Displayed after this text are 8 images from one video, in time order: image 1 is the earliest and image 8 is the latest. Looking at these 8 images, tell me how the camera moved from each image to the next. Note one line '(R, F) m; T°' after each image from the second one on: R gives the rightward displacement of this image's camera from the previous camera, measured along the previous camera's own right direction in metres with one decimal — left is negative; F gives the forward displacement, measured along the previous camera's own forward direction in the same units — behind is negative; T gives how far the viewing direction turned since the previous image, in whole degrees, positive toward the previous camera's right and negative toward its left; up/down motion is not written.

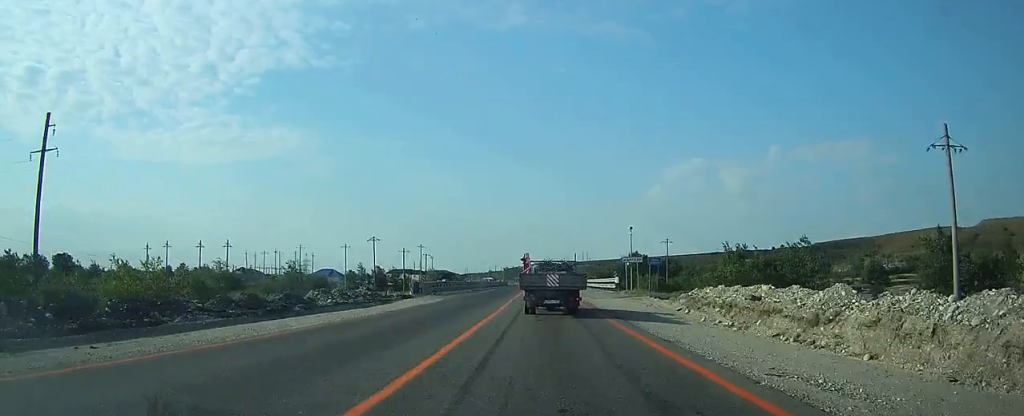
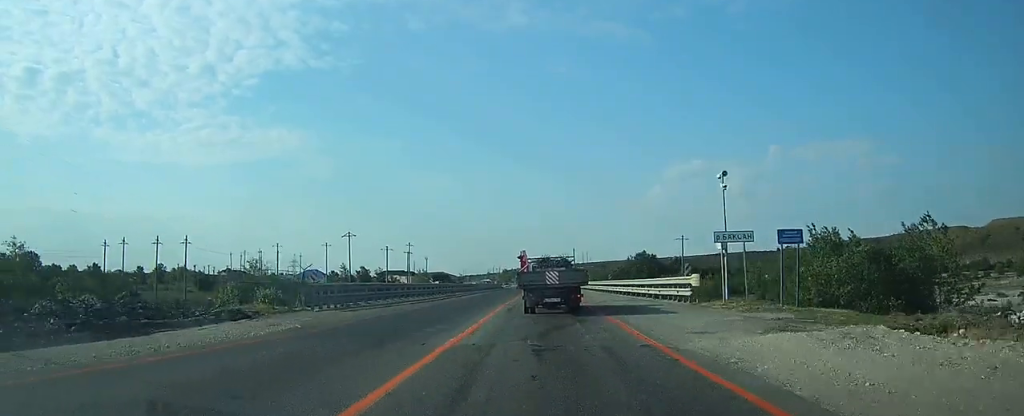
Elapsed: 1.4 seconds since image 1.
(+0.1, +25.9) m; +1°
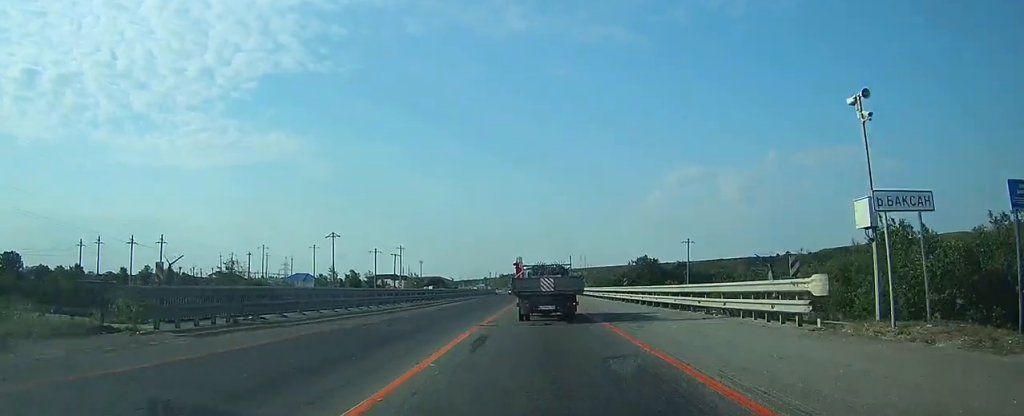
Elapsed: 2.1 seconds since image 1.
(0.0, +11.3) m; 0°
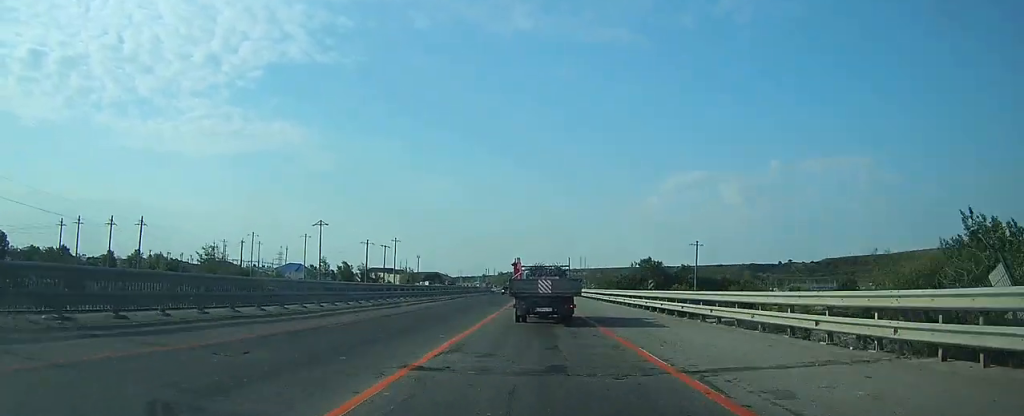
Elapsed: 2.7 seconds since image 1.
(0.0, +10.0) m; 0°
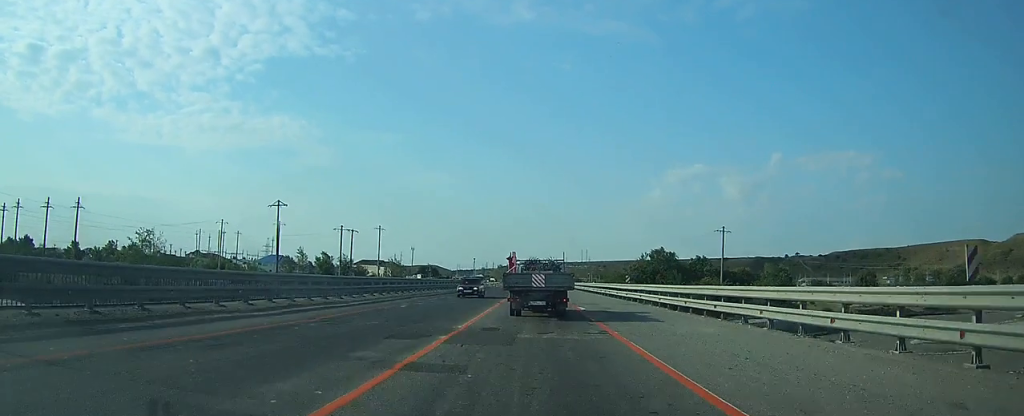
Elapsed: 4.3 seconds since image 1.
(+0.1, +25.4) m; +1°
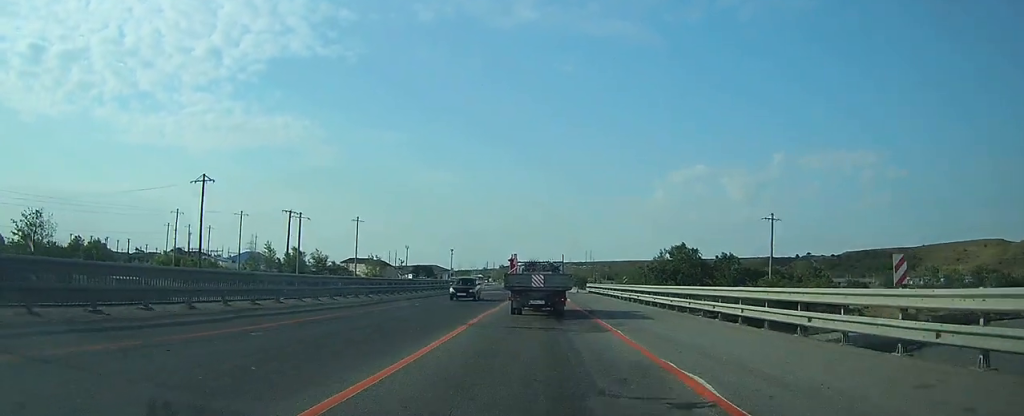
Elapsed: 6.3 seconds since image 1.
(+0.1, +30.5) m; -1°
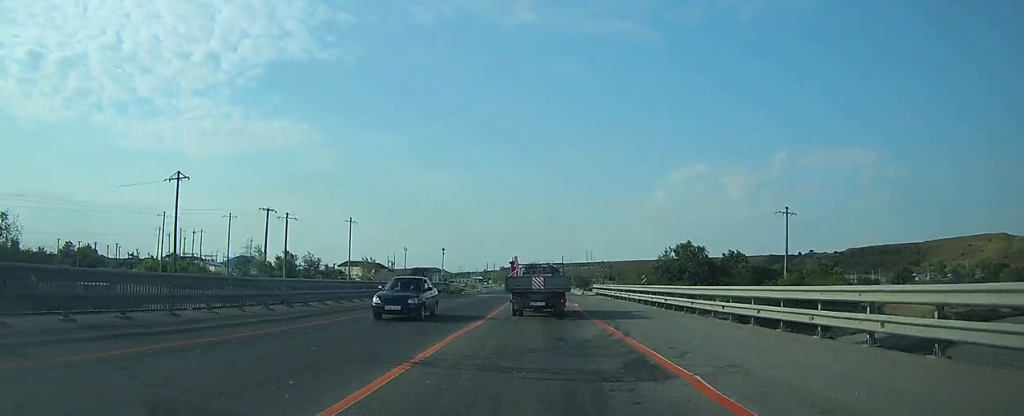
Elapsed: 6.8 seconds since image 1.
(0.0, +7.2) m; 0°
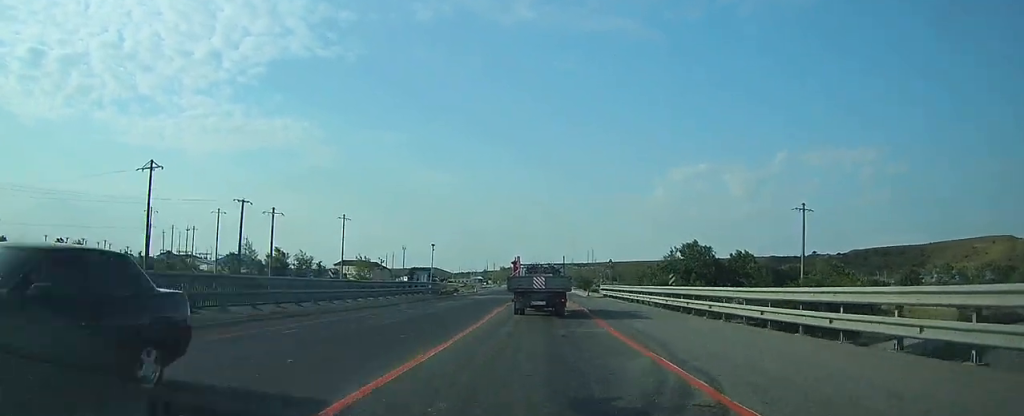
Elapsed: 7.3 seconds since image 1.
(-0.1, +7.1) m; 0°
